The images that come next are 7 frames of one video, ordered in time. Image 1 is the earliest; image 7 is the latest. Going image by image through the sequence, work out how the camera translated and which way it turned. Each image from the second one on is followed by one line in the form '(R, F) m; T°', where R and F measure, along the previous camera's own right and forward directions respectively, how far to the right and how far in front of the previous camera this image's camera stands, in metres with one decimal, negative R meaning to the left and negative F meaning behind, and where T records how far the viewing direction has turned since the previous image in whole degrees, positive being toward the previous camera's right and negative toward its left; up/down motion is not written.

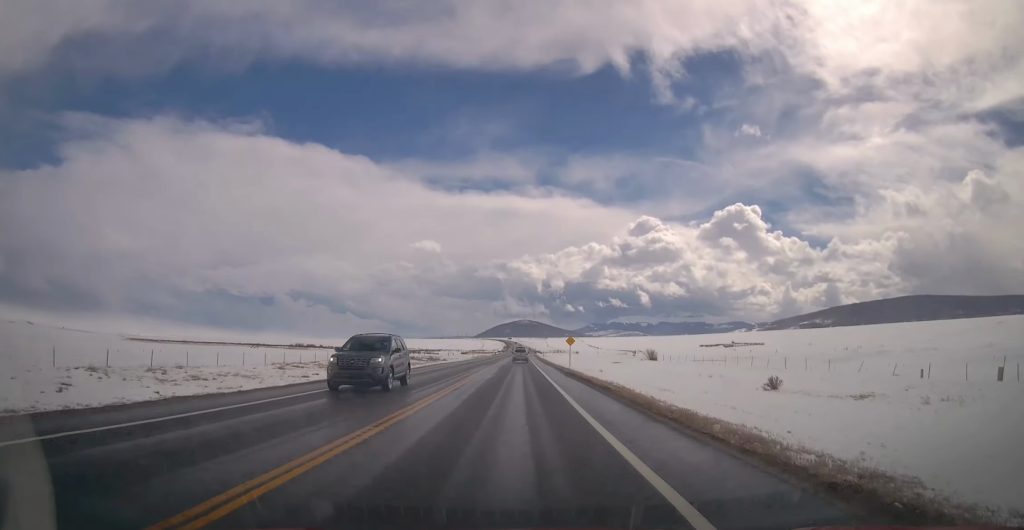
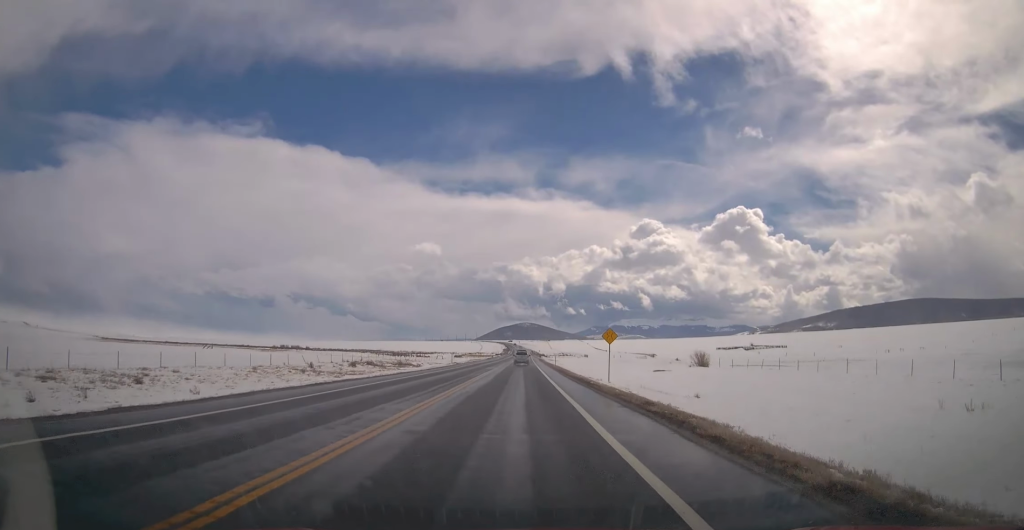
(0.0, +33.2) m; 0°
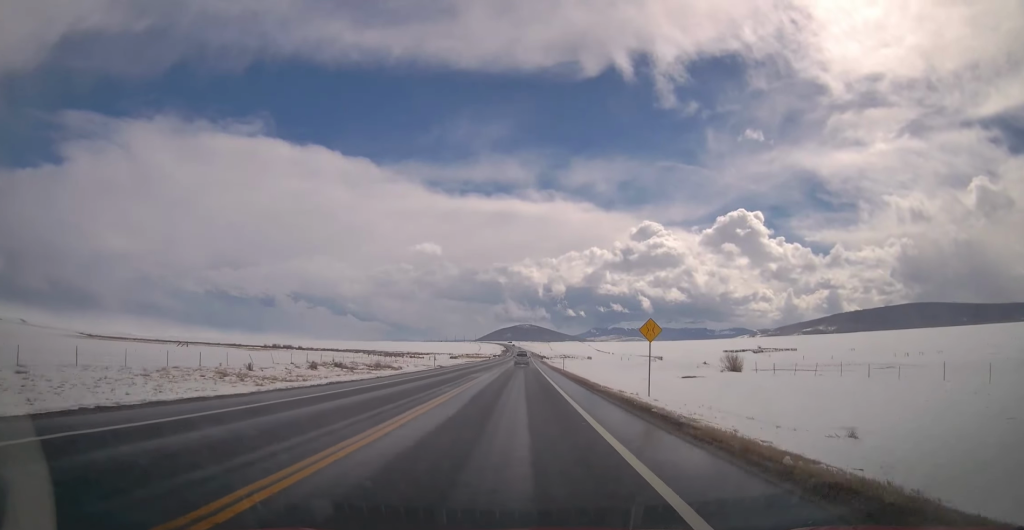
(+0.1, +13.7) m; 0°
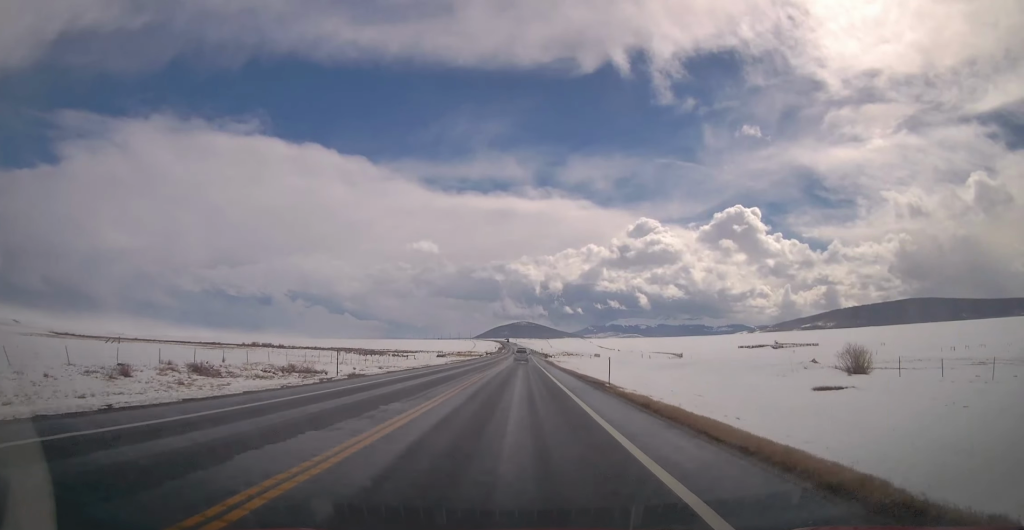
(-0.4, +29.5) m; 0°
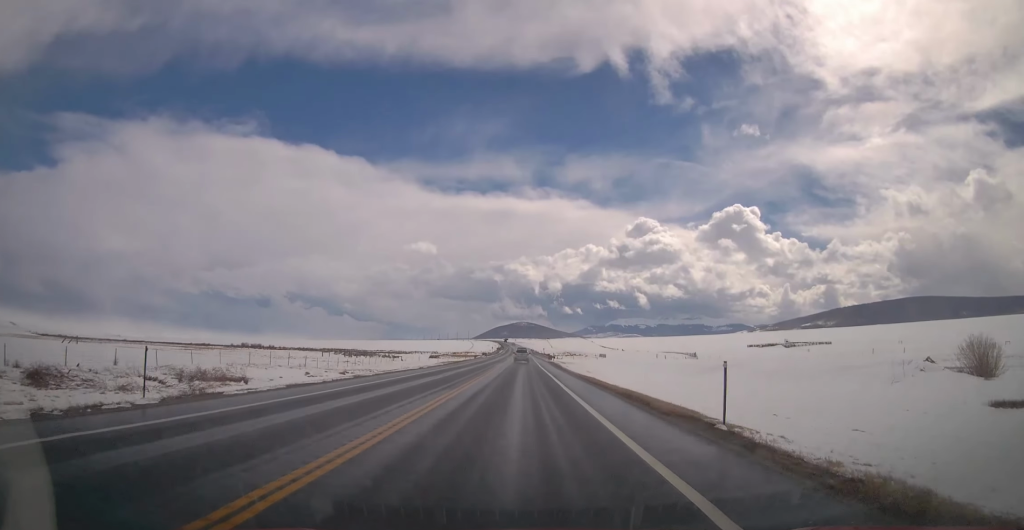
(-0.1, +15.0) m; 0°
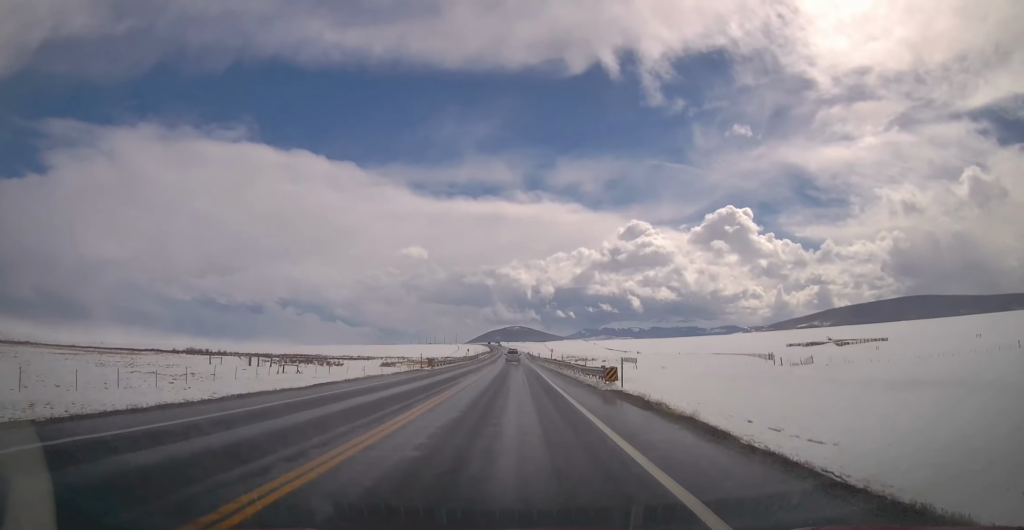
(+2.3, +57.4) m; +2°
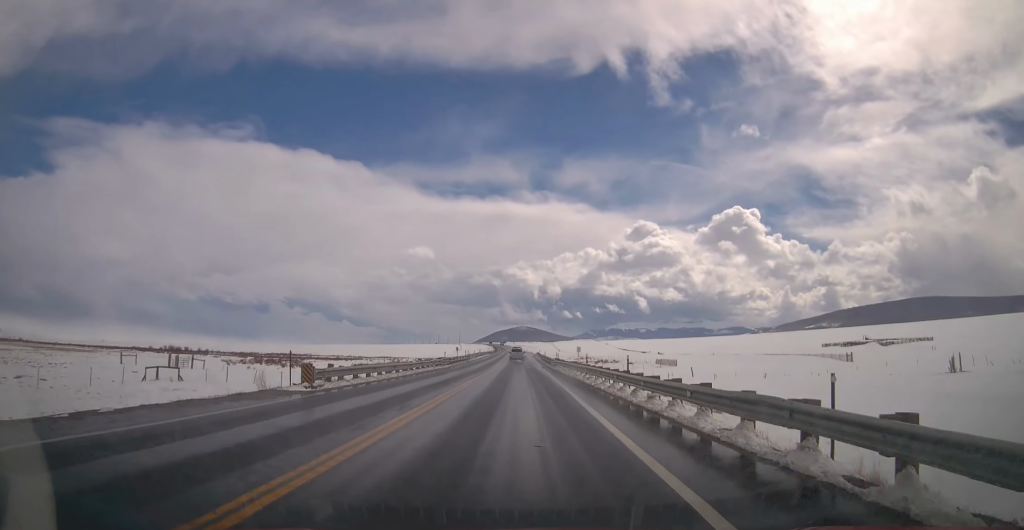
(-0.5, +27.3) m; -1°
